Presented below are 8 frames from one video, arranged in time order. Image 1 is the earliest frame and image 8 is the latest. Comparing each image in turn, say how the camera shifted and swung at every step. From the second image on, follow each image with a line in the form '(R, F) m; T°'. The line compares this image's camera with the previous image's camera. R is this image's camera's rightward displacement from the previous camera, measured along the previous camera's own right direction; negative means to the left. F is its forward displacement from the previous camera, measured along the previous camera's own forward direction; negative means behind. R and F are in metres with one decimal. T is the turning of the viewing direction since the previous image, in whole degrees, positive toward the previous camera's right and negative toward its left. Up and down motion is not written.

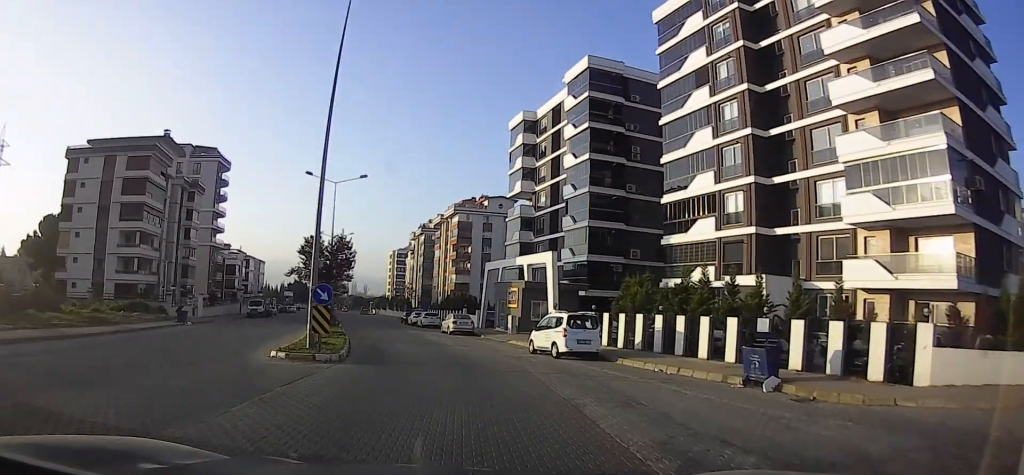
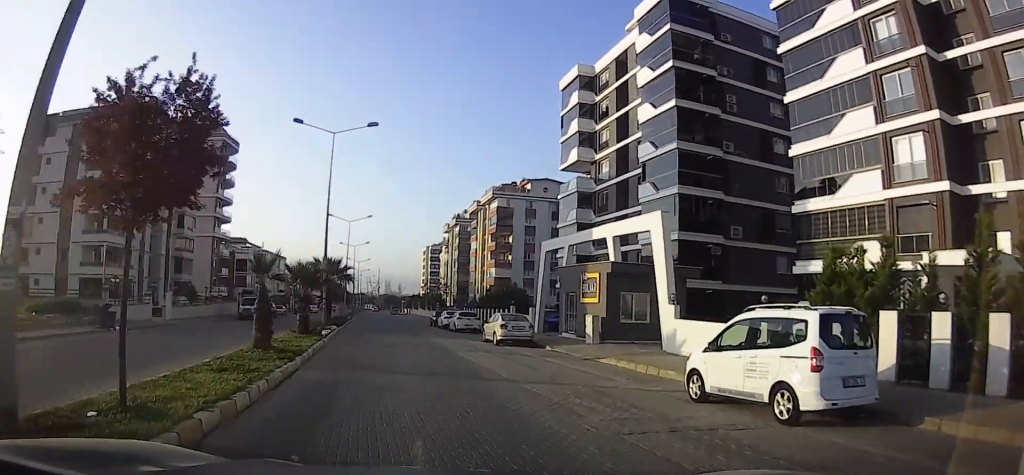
(0.0, +12.7) m; 0°
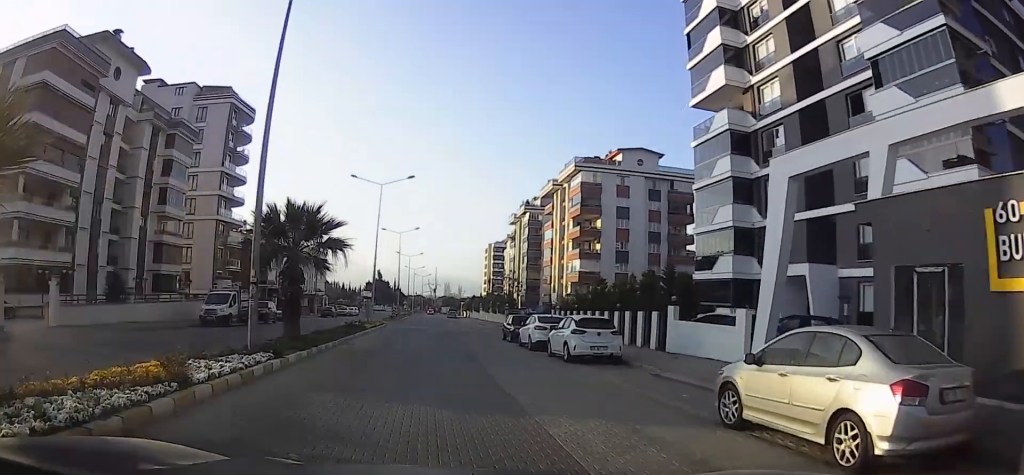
(-0.1, +19.3) m; -2°
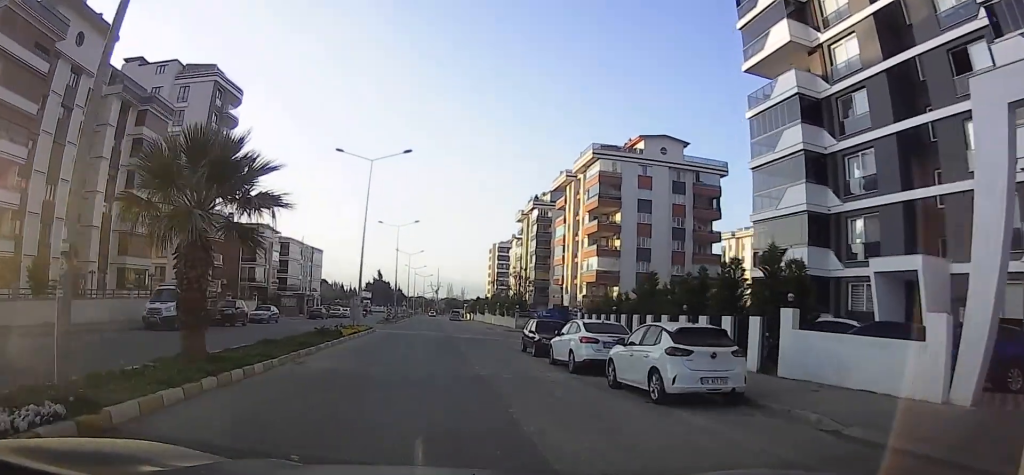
(0.0, +7.1) m; -3°
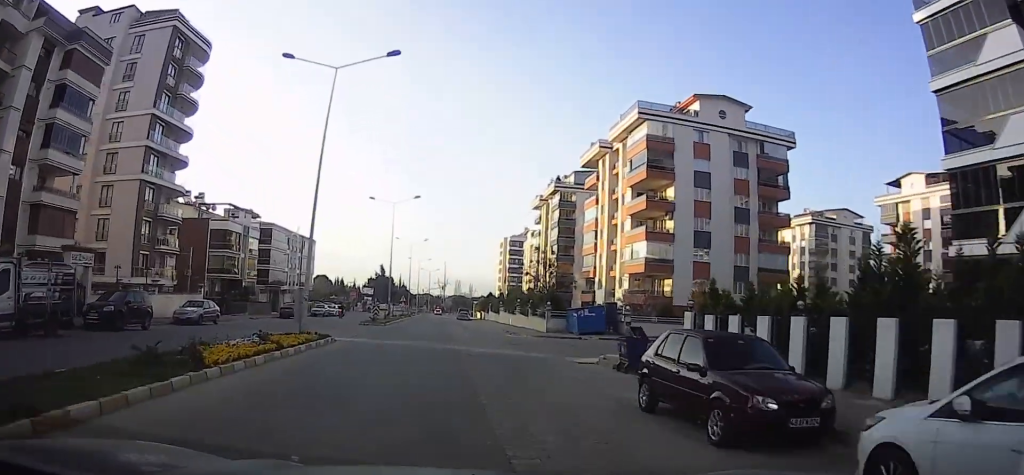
(-1.0, +13.9) m; -1°
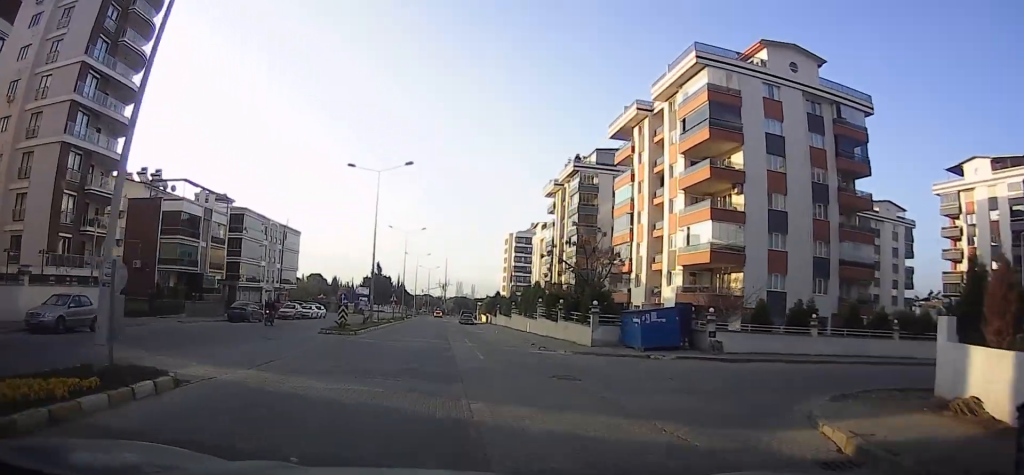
(+0.7, +13.2) m; 0°
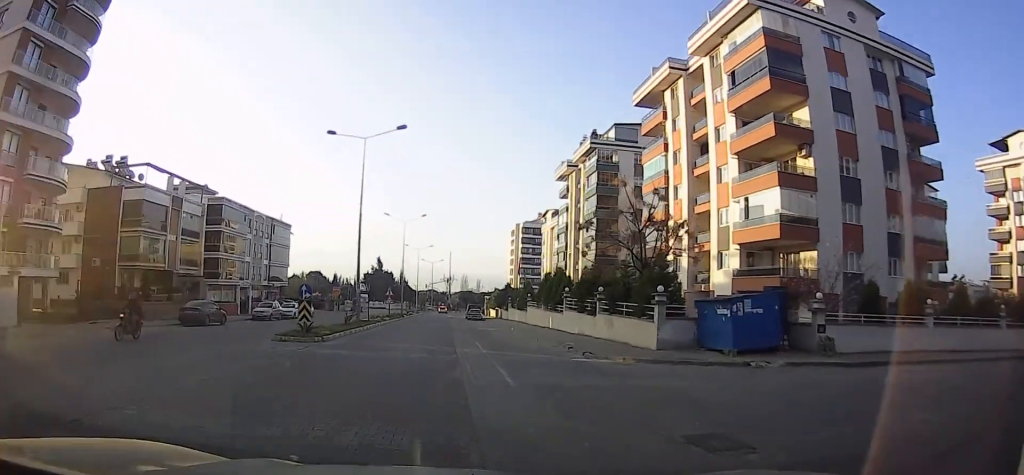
(-0.5, +8.5) m; -2°
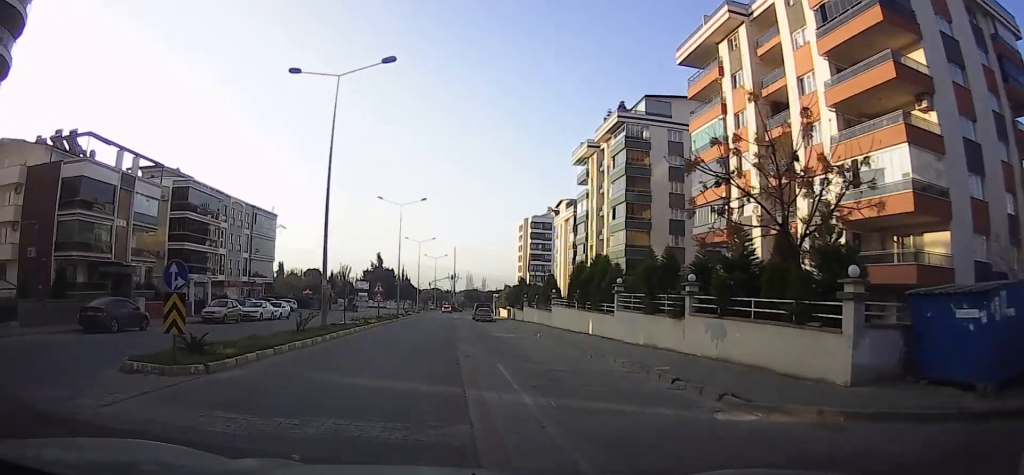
(0.0, +10.5) m; +2°
